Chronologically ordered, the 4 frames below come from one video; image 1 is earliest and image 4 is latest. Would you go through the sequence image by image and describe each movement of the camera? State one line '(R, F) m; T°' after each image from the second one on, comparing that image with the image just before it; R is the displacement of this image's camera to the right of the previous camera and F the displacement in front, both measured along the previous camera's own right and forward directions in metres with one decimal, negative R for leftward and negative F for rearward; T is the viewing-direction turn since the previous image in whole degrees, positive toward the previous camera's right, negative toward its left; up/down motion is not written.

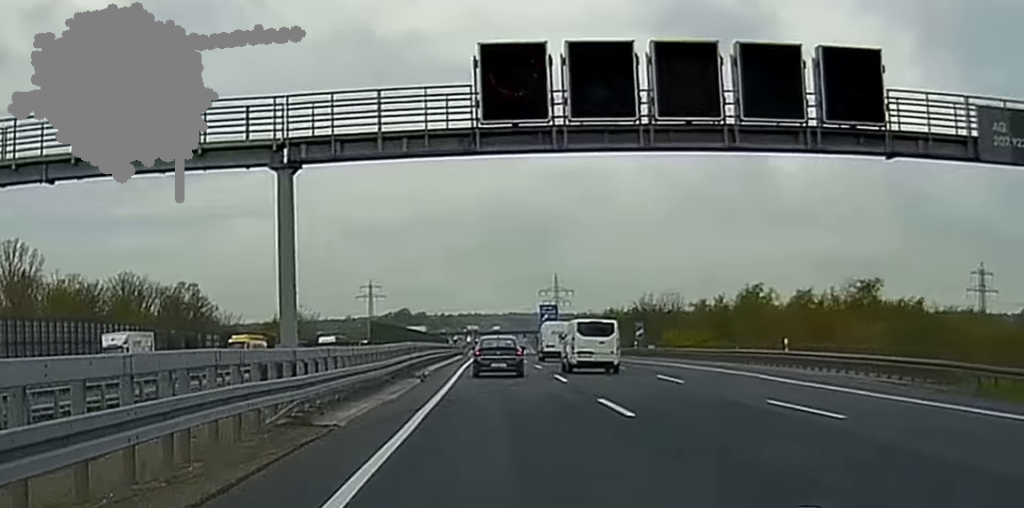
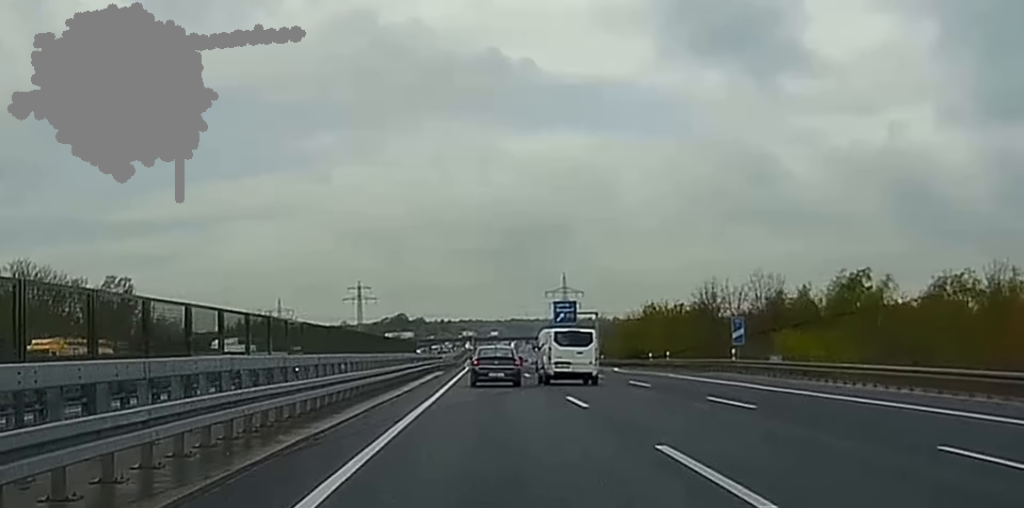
(+0.6, +47.7) m; 0°
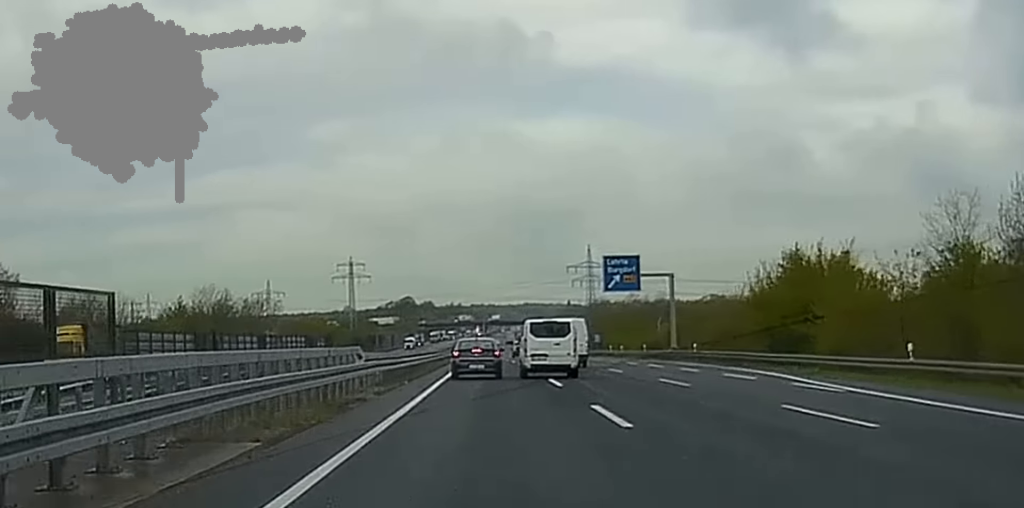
(-0.2, +62.9) m; 0°
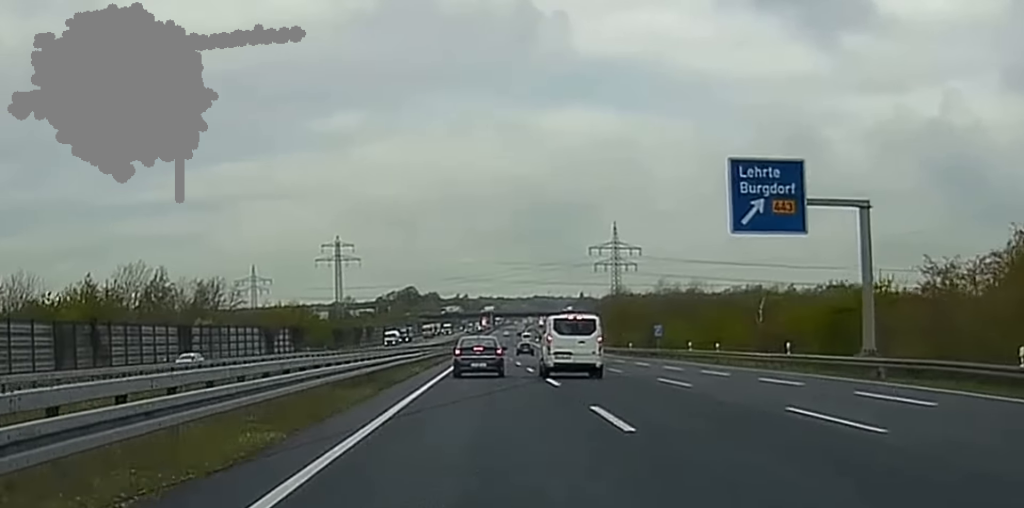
(-0.4, +55.0) m; -1°
